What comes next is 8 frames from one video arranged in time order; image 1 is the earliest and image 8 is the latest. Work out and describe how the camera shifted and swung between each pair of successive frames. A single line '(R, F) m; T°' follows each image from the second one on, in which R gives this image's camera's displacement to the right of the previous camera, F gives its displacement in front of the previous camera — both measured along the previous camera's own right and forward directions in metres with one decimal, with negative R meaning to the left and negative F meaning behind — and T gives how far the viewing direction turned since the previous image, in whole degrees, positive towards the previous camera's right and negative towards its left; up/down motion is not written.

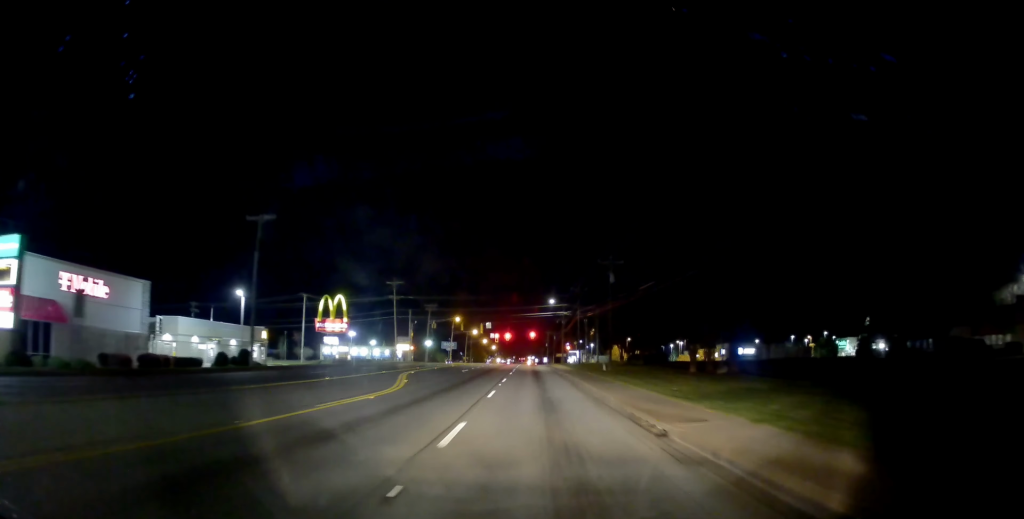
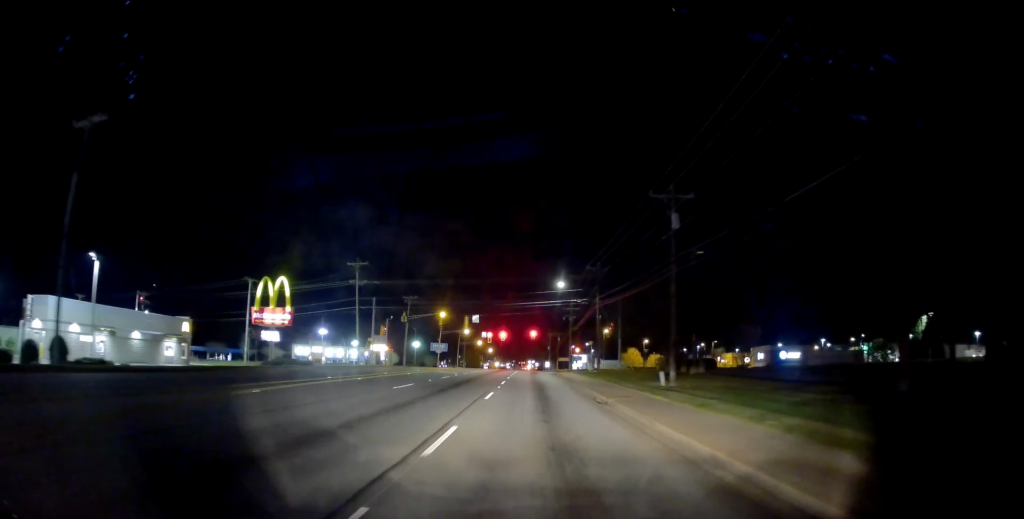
(-0.1, +24.4) m; 0°
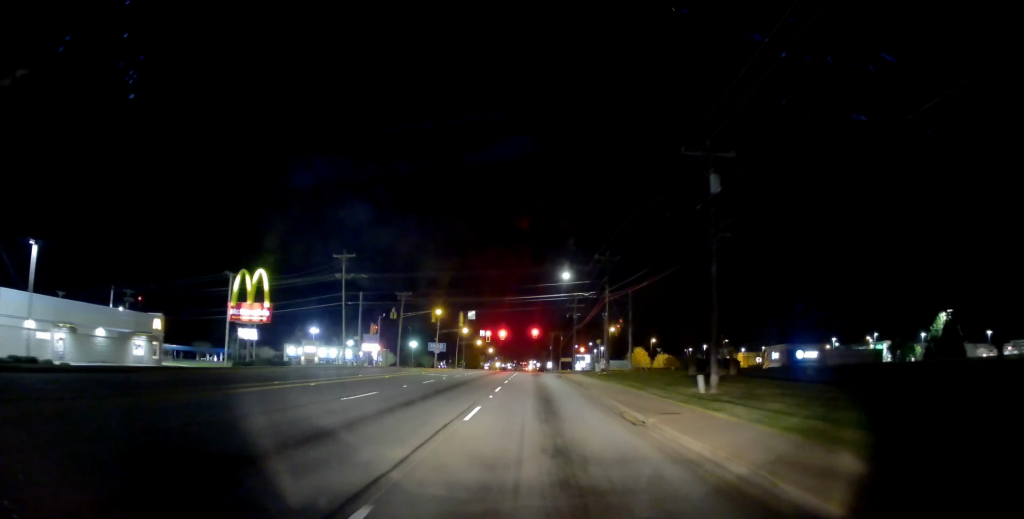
(0.0, +7.1) m; 0°
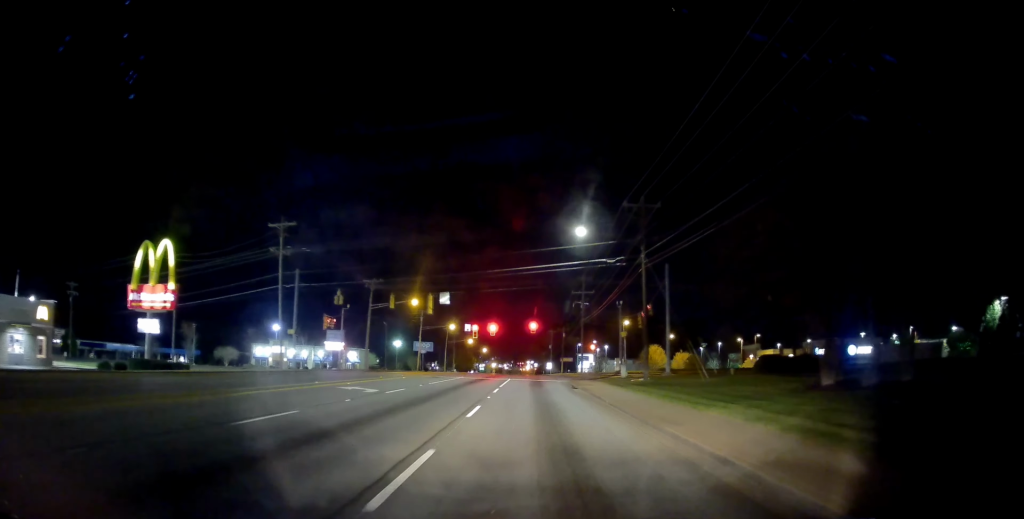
(+0.1, +20.5) m; 0°
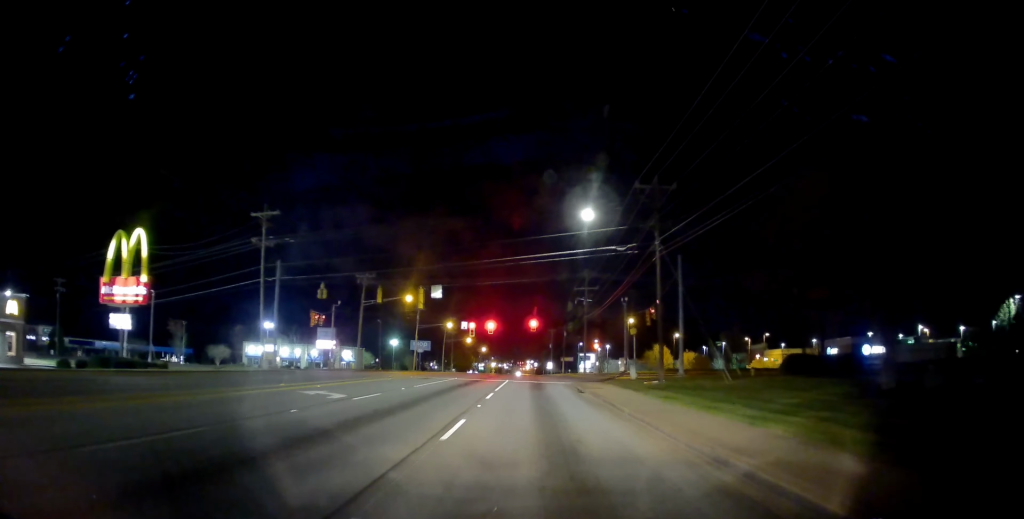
(0.0, +5.0) m; -1°
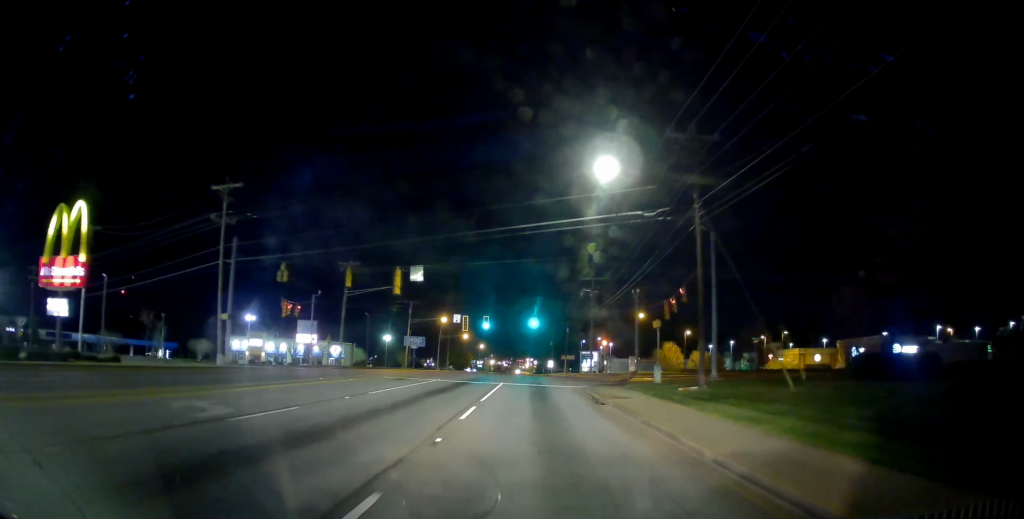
(-0.1, +9.1) m; 0°
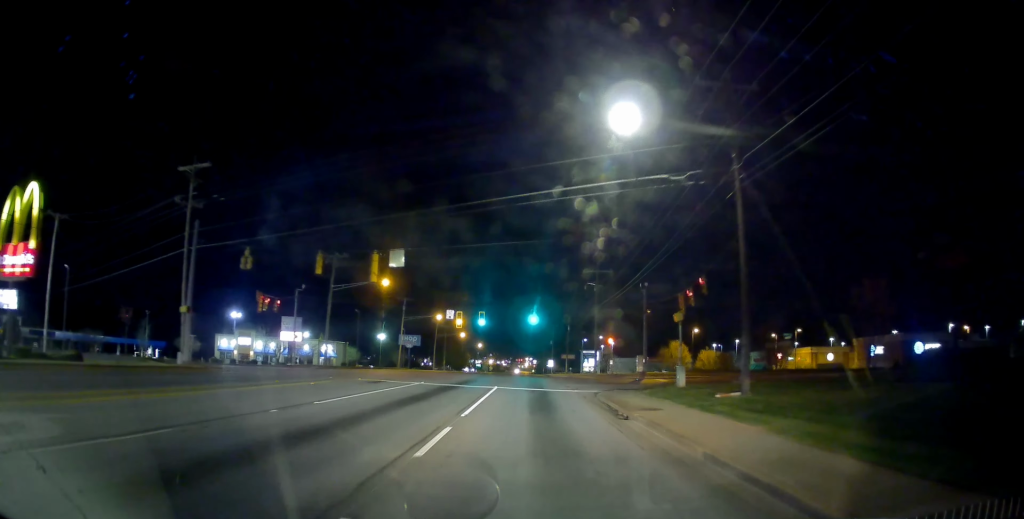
(-0.3, +6.4) m; +1°
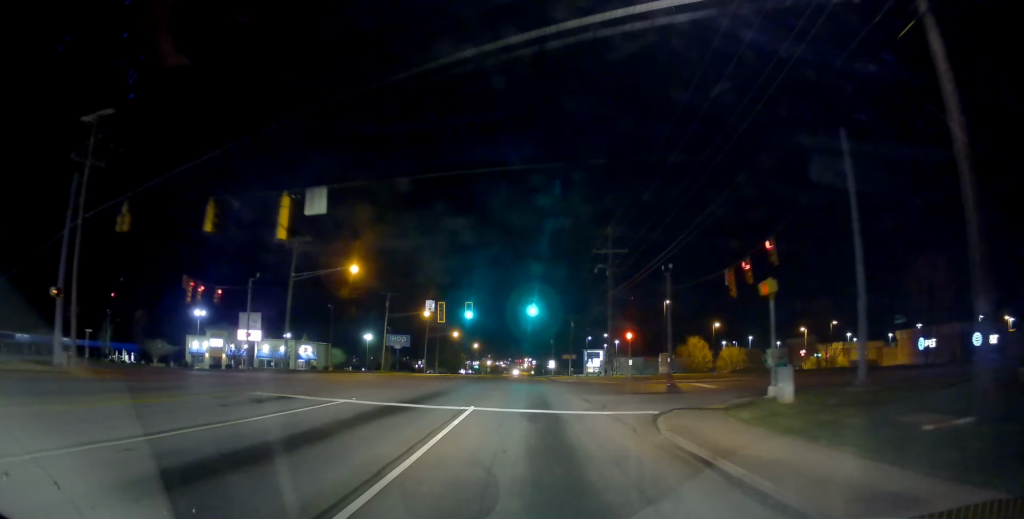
(+0.4, +13.4) m; -3°
